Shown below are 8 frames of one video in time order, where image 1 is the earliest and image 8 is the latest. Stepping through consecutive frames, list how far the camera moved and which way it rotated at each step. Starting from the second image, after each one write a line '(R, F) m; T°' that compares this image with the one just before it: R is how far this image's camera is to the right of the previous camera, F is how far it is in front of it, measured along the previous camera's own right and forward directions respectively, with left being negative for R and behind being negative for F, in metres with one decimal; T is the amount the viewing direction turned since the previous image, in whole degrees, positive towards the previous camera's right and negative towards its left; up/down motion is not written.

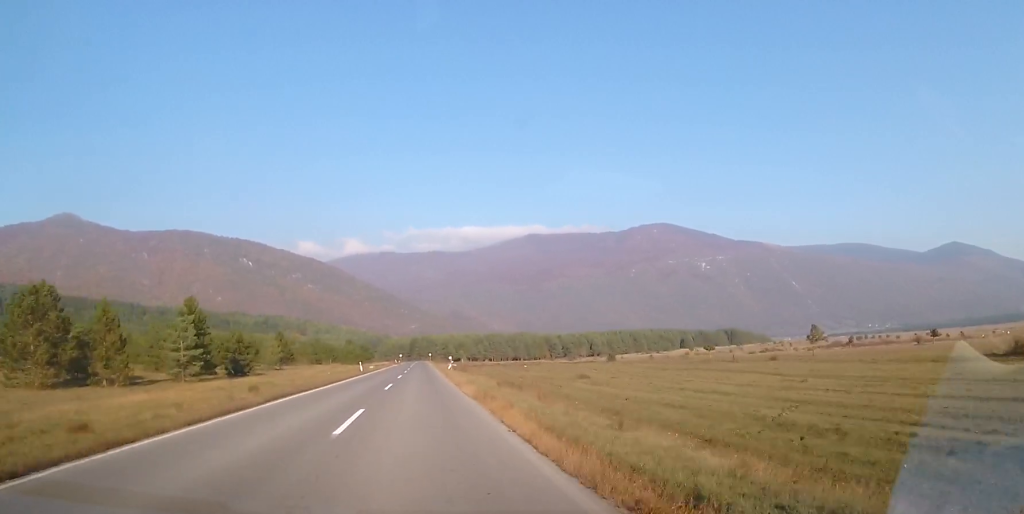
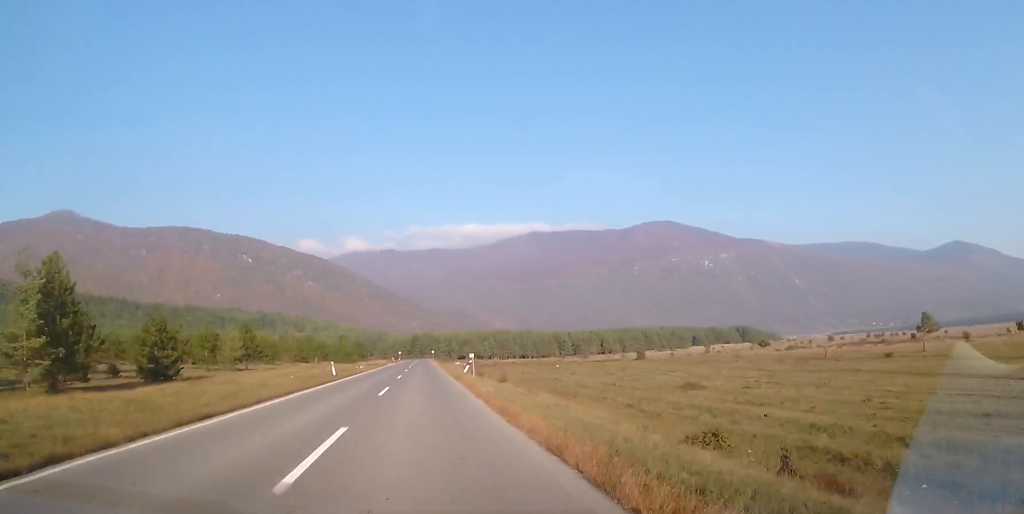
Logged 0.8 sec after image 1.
(-0.5, +19.8) m; -1°
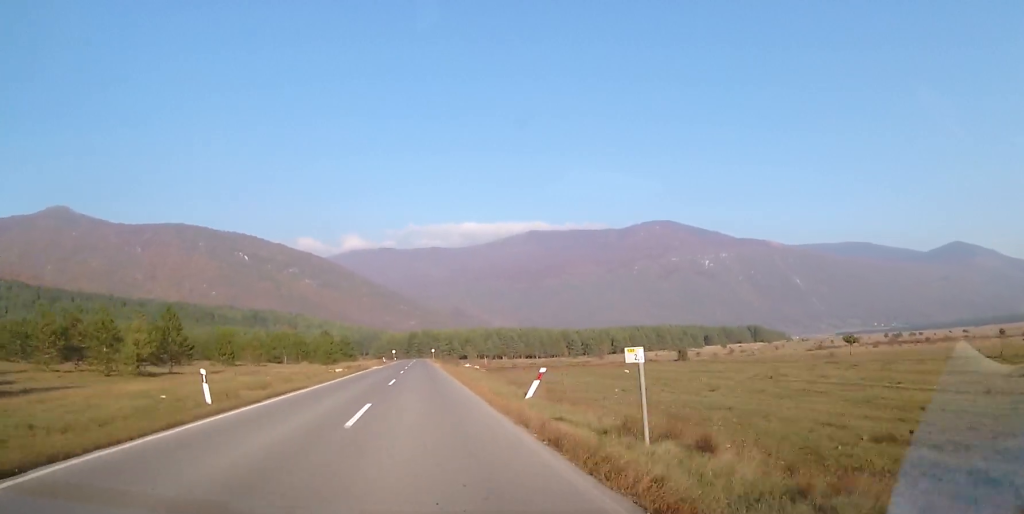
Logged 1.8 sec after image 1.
(+0.1, +23.5) m; +1°
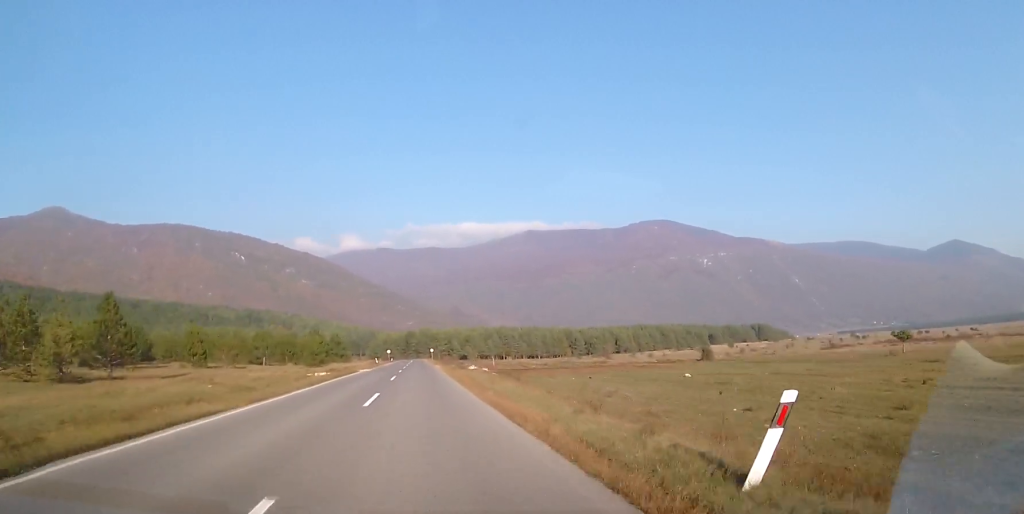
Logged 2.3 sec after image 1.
(+0.1, +10.9) m; 0°
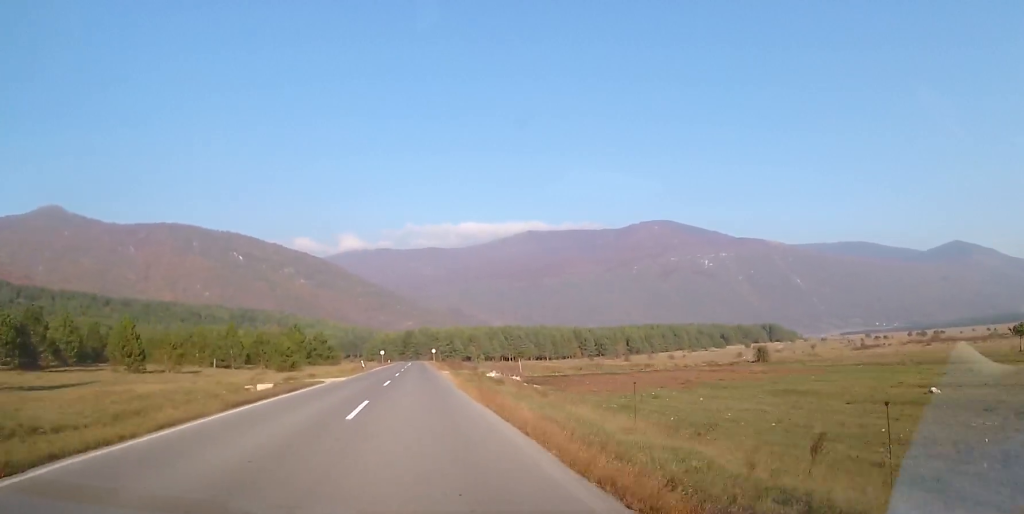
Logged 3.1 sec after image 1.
(+0.1, +18.7) m; 0°
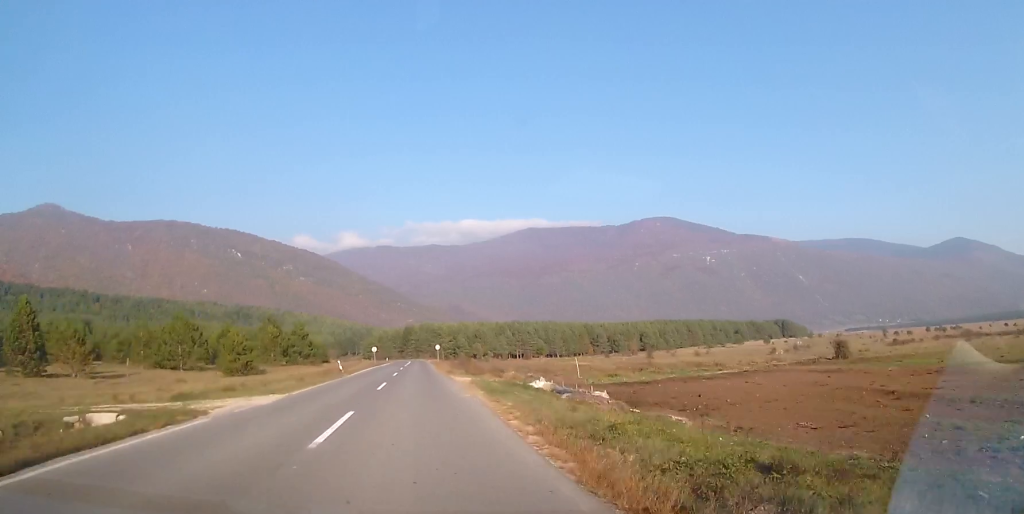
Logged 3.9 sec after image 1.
(-0.1, +18.6) m; -1°
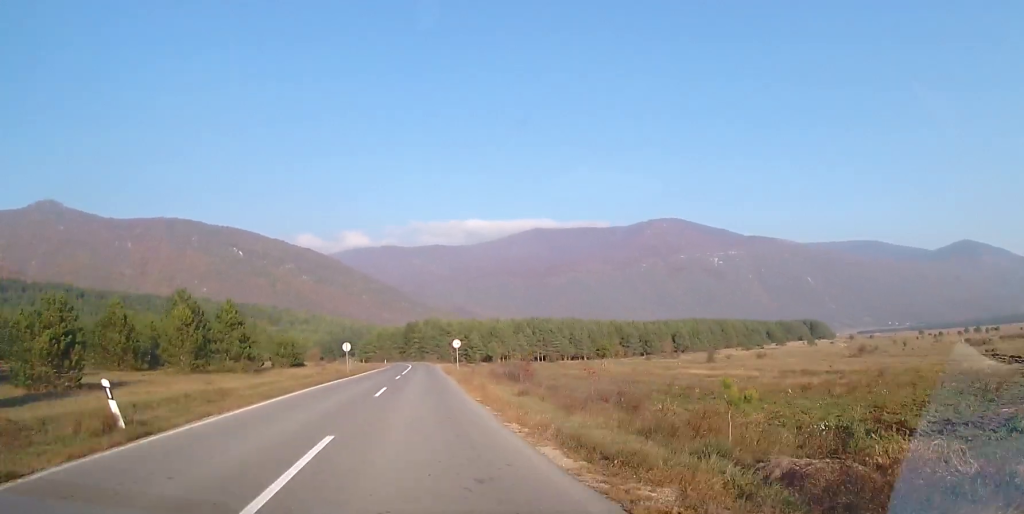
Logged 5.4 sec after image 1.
(0.0, +33.5) m; +1°
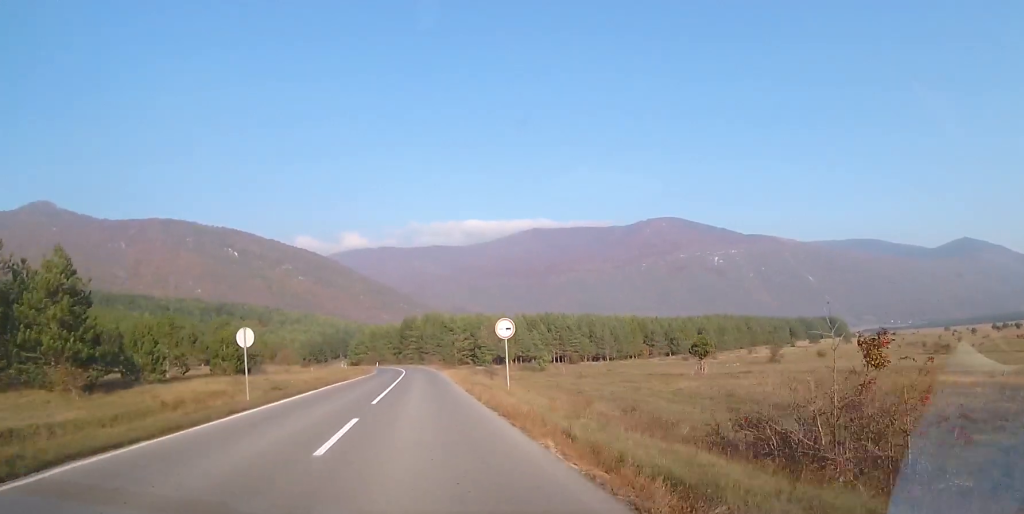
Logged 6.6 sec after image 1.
(+0.1, +26.1) m; -1°
